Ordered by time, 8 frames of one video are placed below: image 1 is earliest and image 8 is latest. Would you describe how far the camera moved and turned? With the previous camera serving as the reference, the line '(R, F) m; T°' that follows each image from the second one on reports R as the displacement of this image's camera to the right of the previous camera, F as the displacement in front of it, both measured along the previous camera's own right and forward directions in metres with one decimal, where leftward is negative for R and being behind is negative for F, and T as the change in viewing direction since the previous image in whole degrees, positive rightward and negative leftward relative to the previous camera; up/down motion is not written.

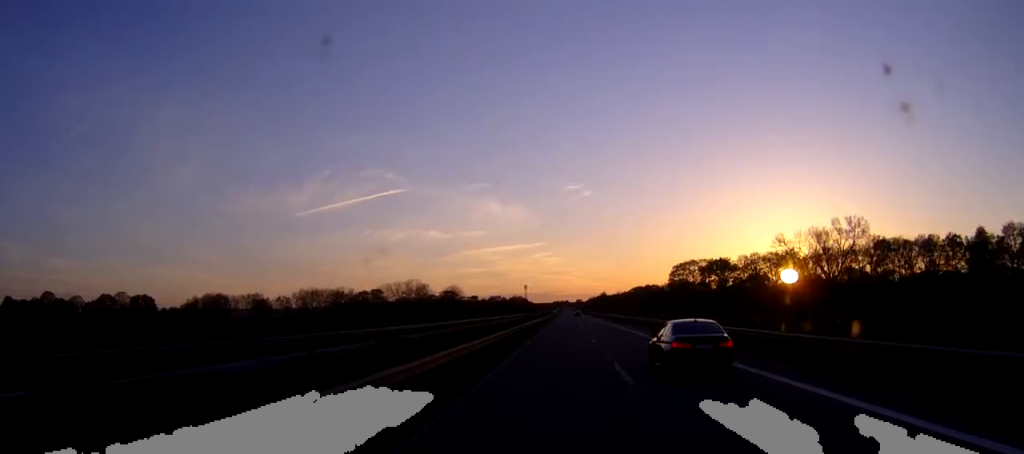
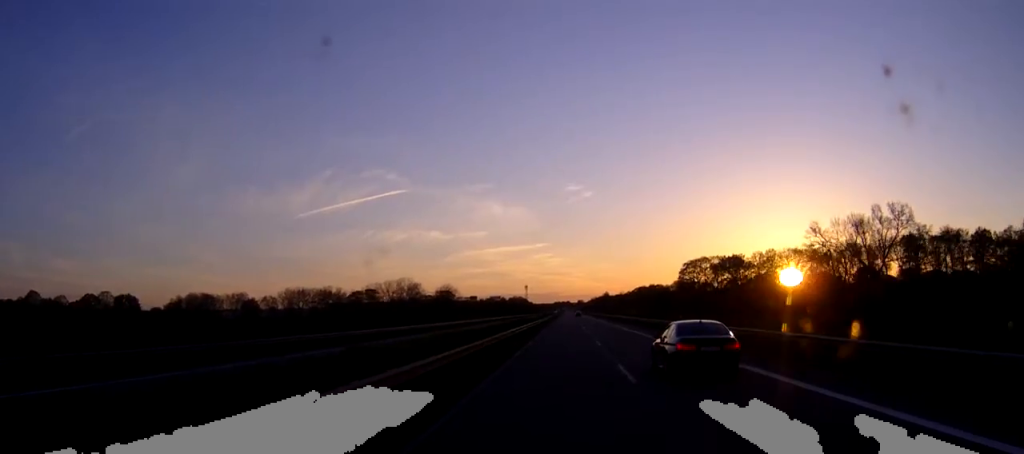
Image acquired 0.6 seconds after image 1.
(-0.1, +17.3) m; 0°
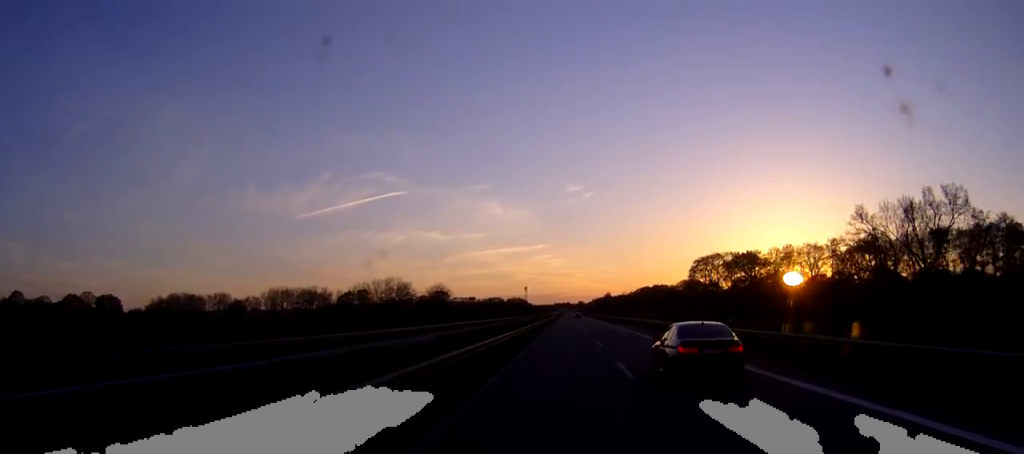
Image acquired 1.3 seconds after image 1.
(0.0, +17.3) m; 0°
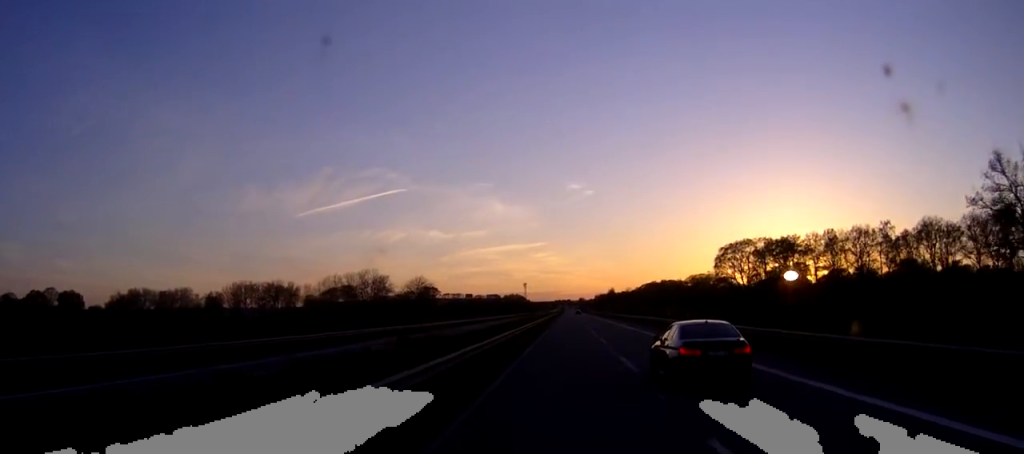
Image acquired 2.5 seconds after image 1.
(0.0, +32.9) m; 0°
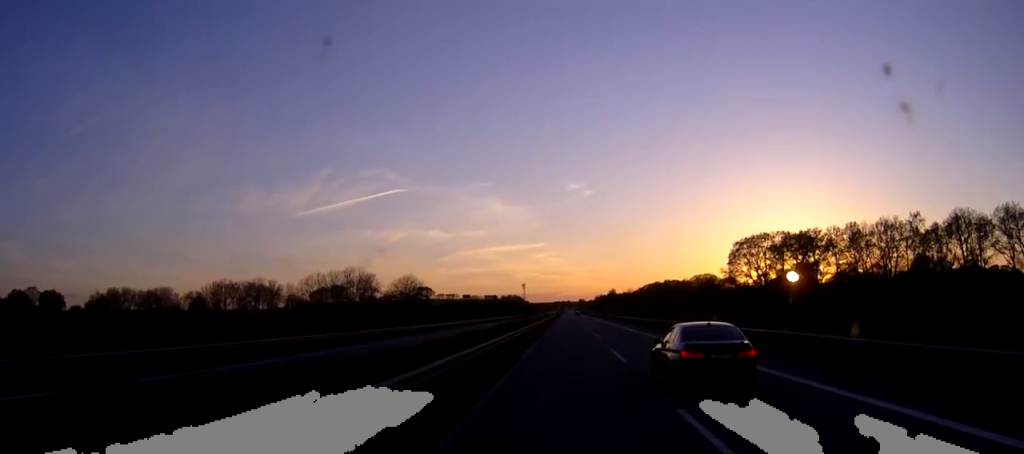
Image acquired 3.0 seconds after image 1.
(0.0, +14.6) m; 0°
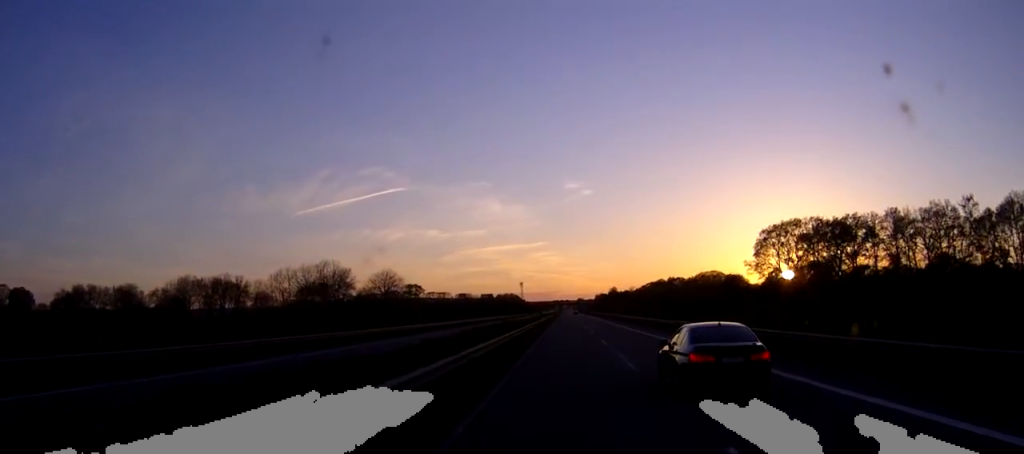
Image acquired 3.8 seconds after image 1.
(0.0, +21.9) m; 0°
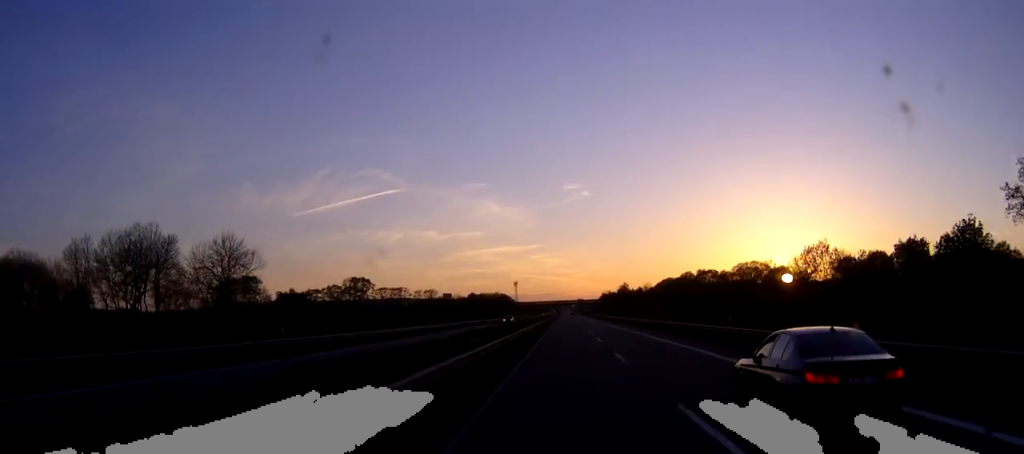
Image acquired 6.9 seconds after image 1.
(0.0, +85.1) m; 0°
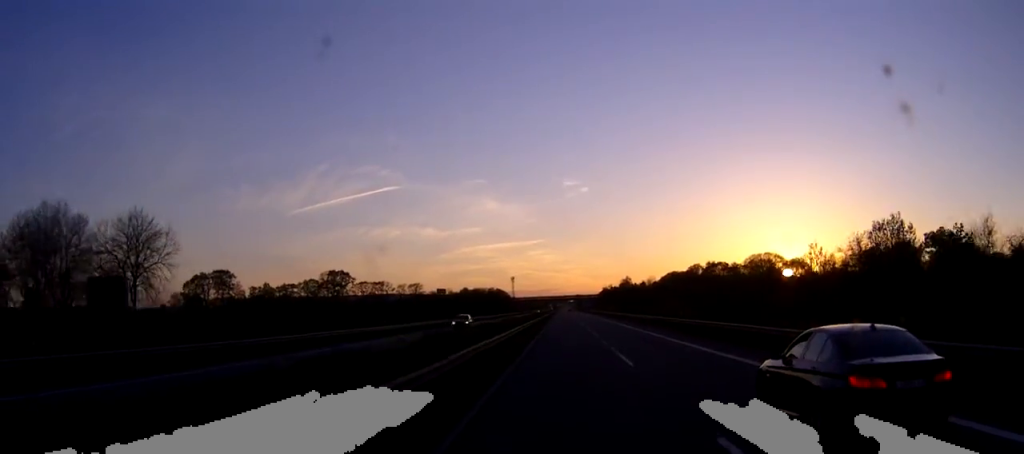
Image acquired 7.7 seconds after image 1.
(0.0, +22.0) m; 0°
